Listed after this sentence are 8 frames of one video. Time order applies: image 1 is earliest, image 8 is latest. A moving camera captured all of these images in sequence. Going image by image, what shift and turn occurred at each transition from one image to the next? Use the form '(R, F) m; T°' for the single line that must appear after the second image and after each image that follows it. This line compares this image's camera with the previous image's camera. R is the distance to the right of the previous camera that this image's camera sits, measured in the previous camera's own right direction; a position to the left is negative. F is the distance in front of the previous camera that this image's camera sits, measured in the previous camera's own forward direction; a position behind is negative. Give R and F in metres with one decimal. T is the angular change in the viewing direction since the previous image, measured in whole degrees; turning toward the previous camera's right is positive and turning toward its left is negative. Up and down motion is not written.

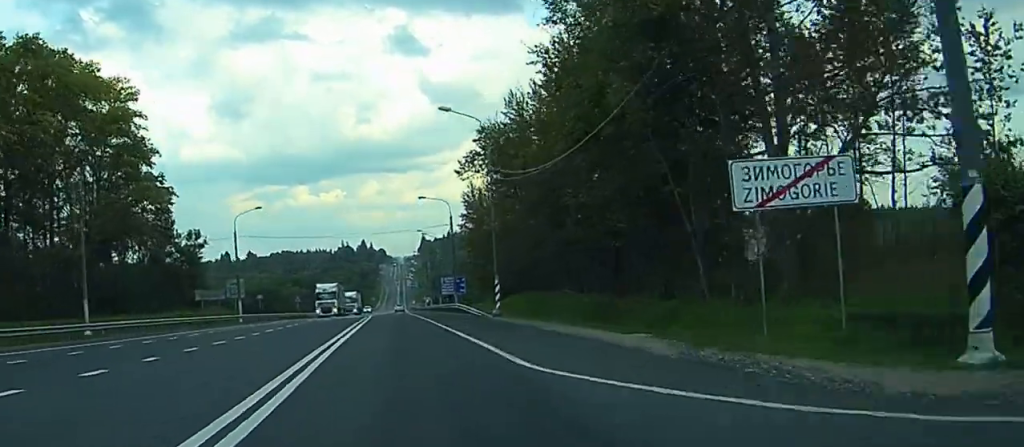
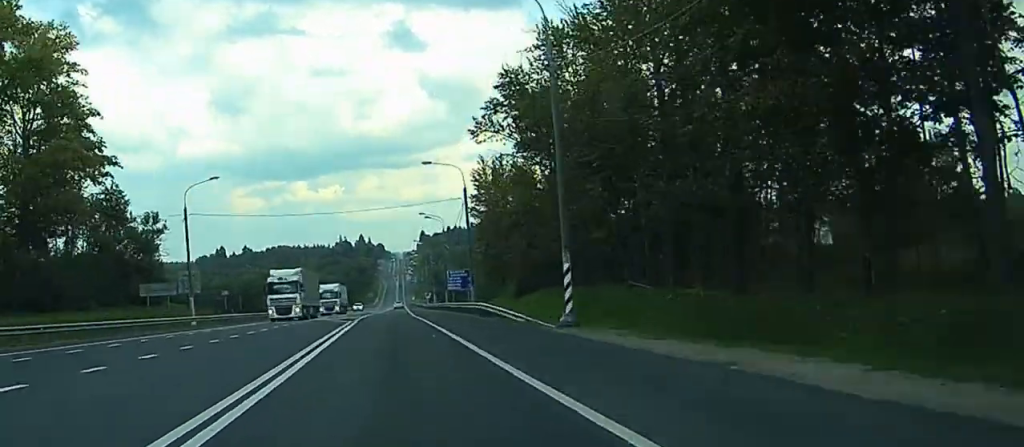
(-0.1, +18.7) m; -1°
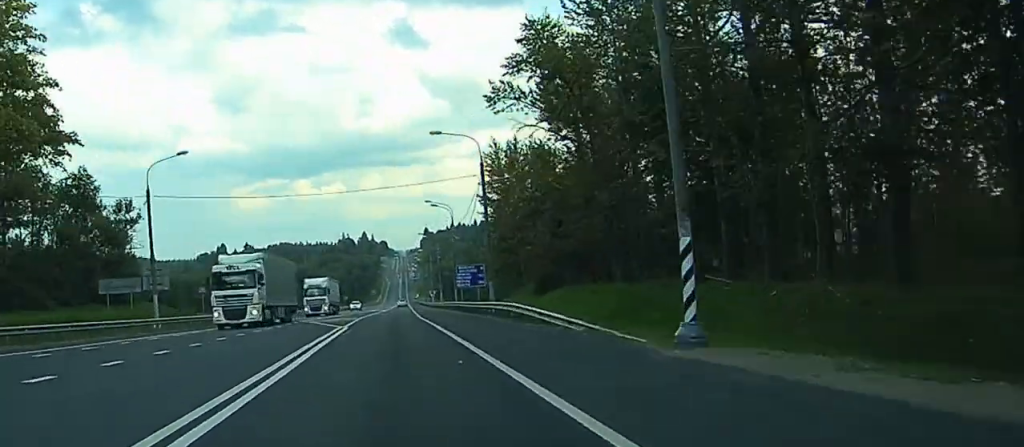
(0.0, +10.5) m; 0°
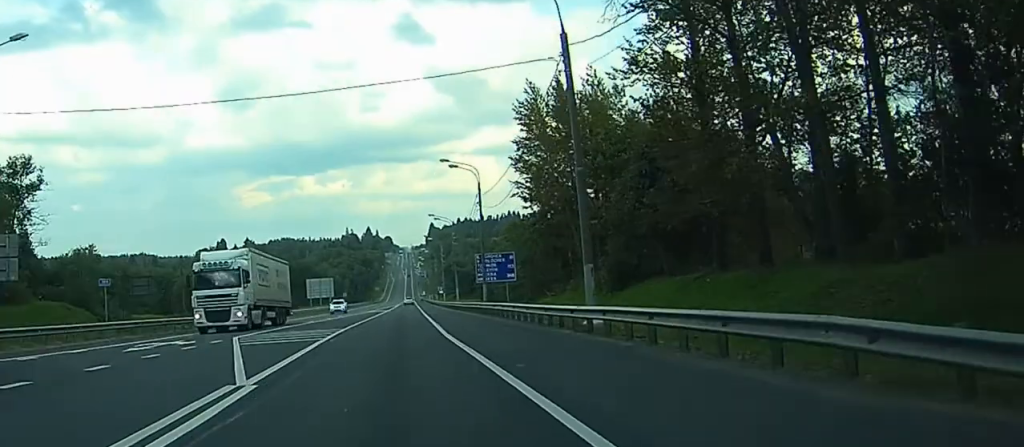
(-0.1, +24.6) m; 0°
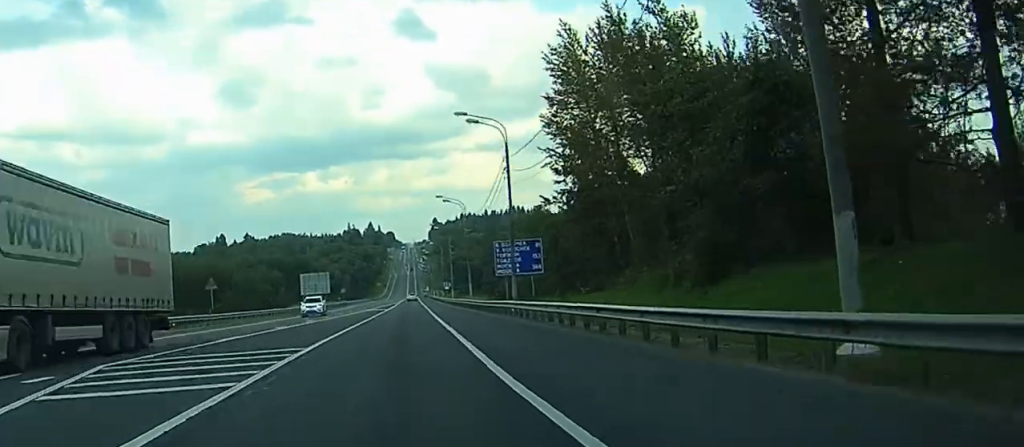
(0.0, +15.0) m; 0°
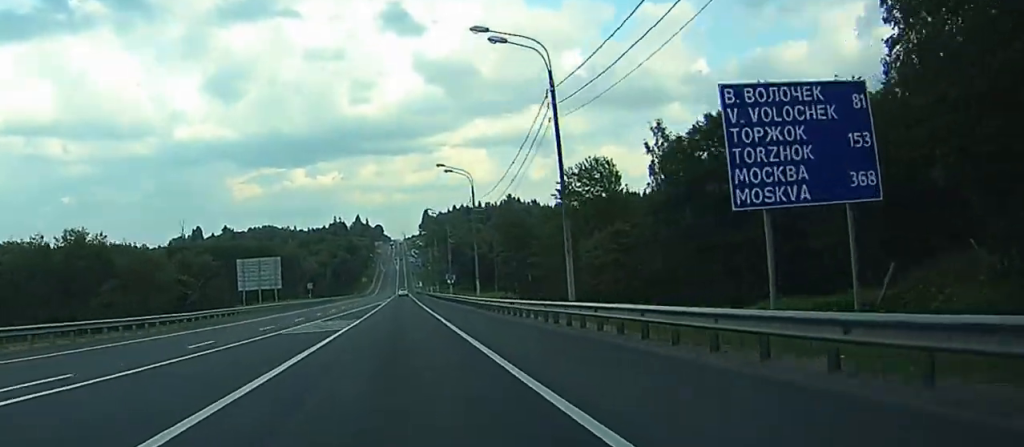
(0.0, +51.7) m; +1°
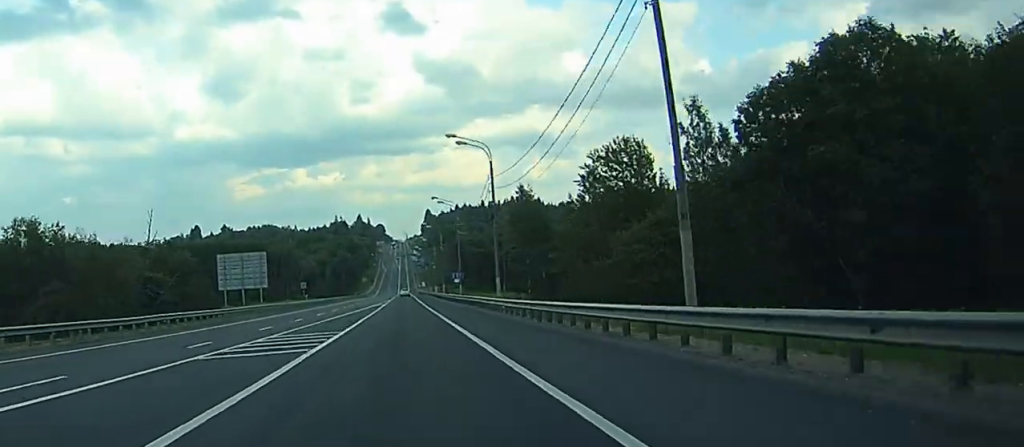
(0.0, +12.3) m; 0°
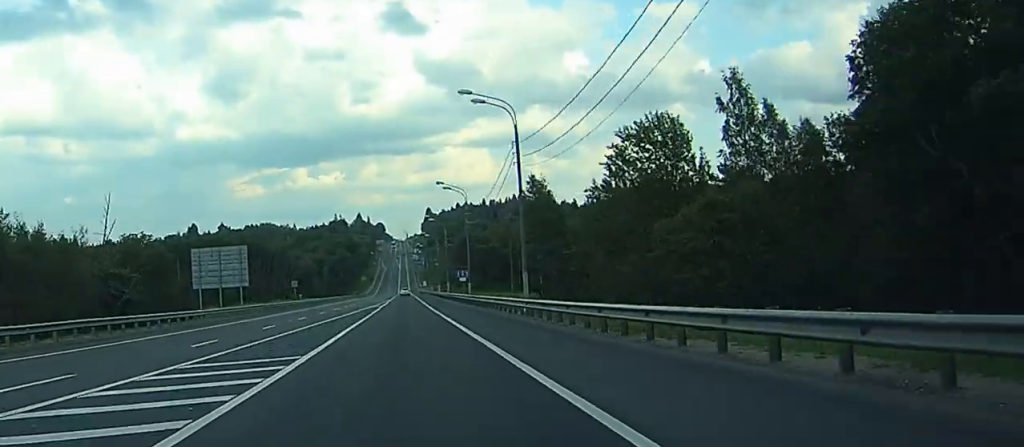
(0.0, +11.6) m; 0°
